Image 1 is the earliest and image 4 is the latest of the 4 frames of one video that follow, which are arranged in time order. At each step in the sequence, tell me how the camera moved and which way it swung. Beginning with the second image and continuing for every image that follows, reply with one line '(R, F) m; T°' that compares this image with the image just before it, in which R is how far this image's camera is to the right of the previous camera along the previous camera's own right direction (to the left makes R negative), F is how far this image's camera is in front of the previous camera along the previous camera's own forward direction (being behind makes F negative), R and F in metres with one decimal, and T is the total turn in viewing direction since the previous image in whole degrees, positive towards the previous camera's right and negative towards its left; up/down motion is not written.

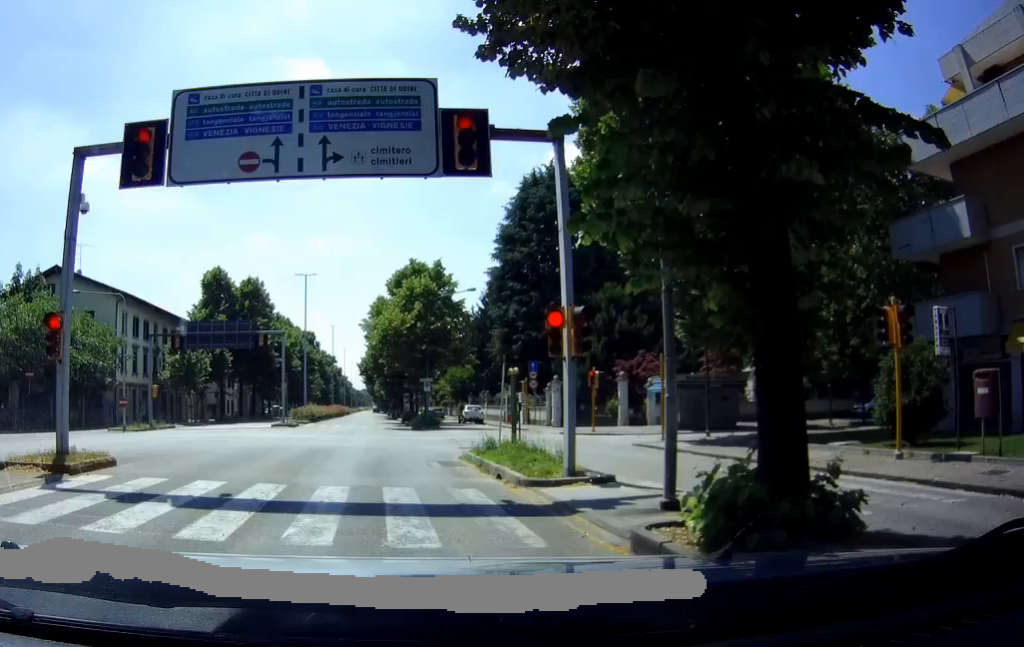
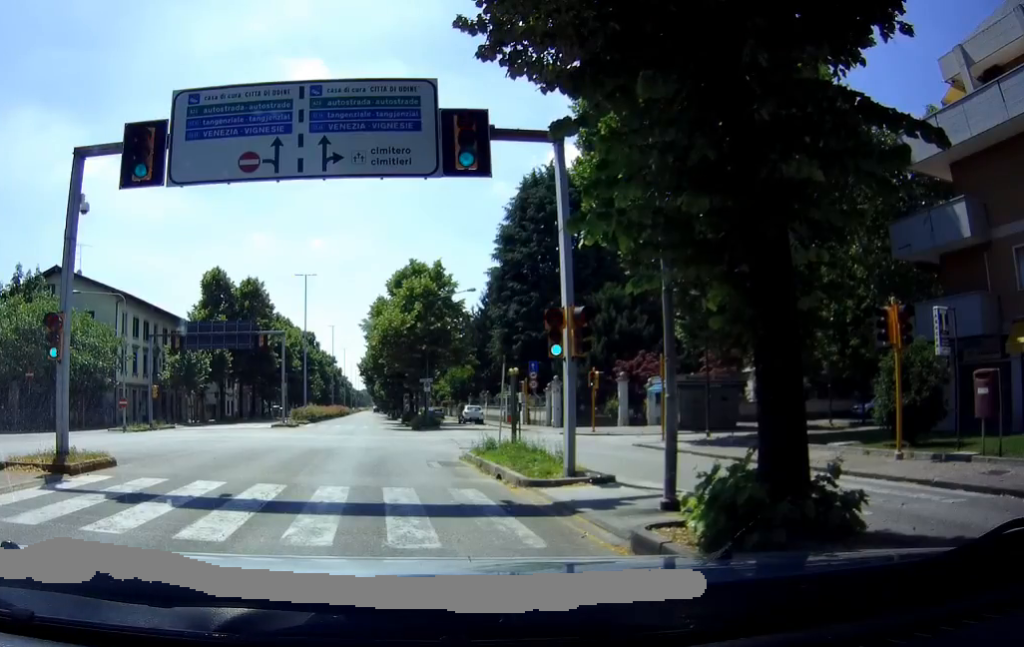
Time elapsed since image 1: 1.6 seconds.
(0.0, 0.0) m; 0°
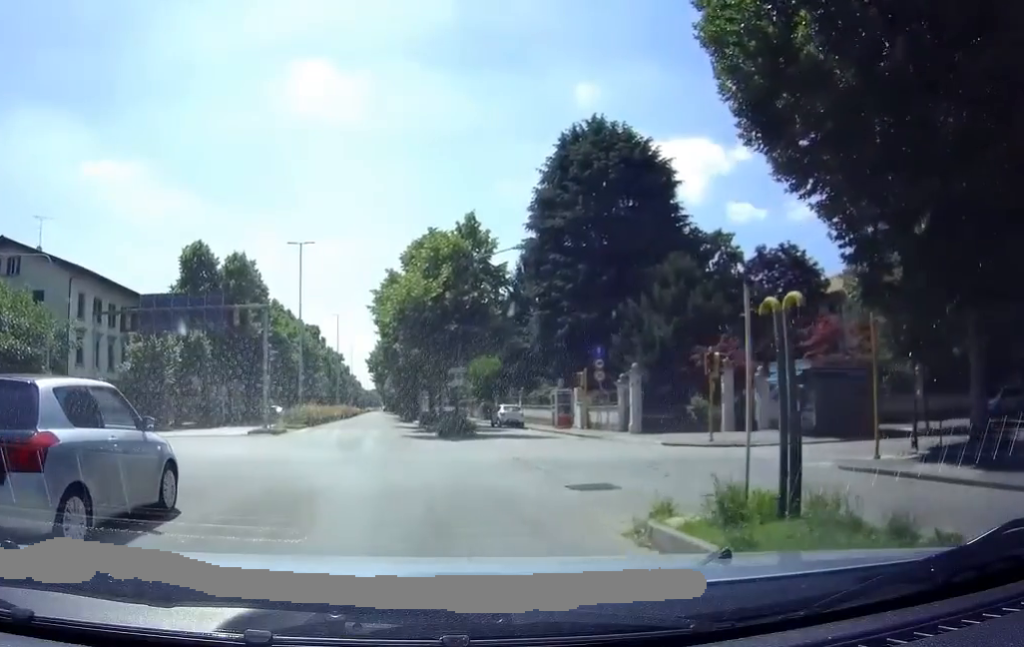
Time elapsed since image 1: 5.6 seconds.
(+1.0, +6.9) m; +6°
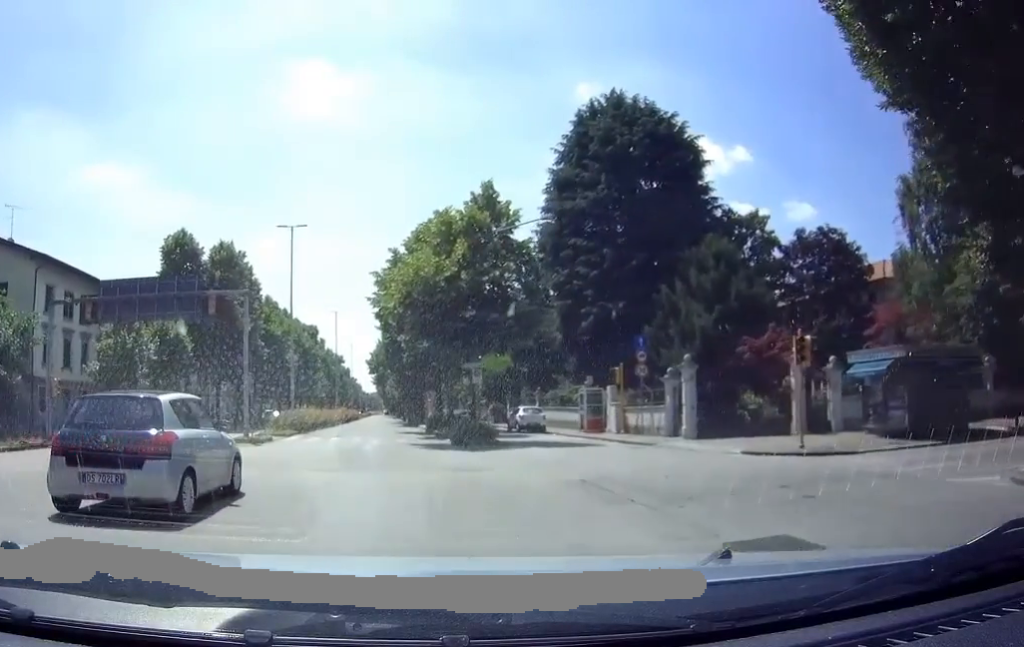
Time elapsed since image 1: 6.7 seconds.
(-0.1, +5.0) m; -1°
